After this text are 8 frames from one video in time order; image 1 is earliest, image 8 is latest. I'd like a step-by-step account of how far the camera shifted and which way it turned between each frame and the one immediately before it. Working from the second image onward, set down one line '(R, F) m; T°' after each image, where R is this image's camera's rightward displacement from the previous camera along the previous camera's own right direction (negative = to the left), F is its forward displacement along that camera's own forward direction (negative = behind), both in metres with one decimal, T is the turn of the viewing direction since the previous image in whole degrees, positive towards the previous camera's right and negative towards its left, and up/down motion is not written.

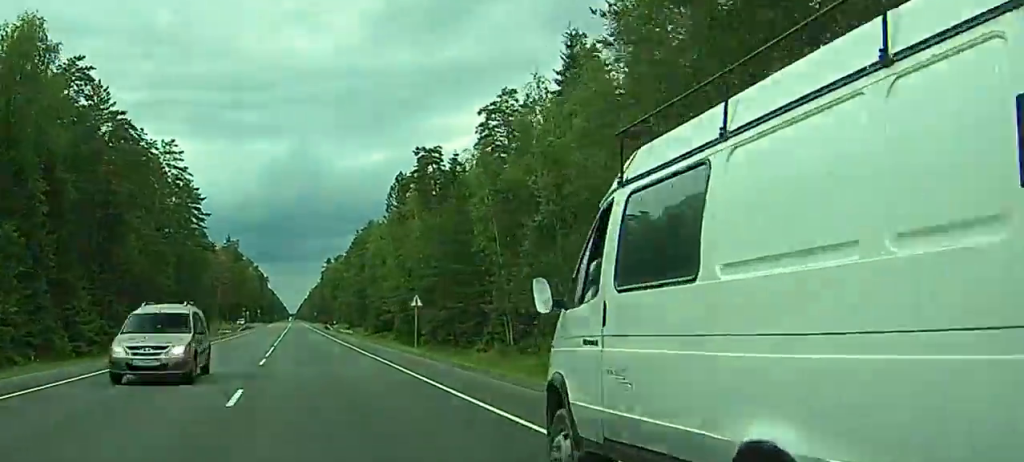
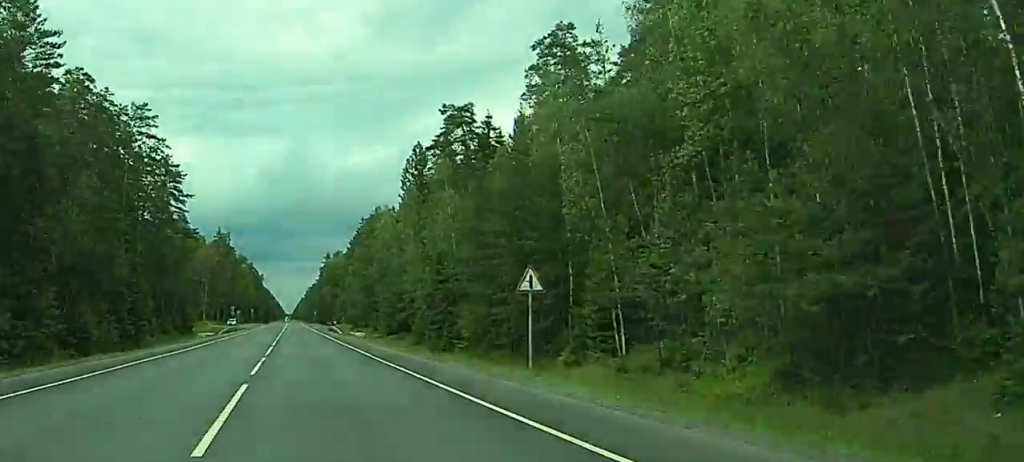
(0.0, +22.6) m; 0°
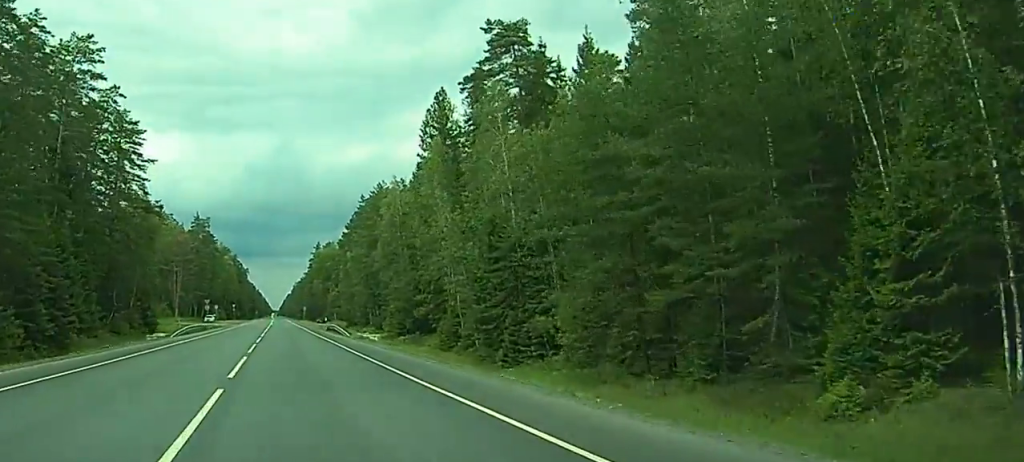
(0.0, +25.6) m; 0°
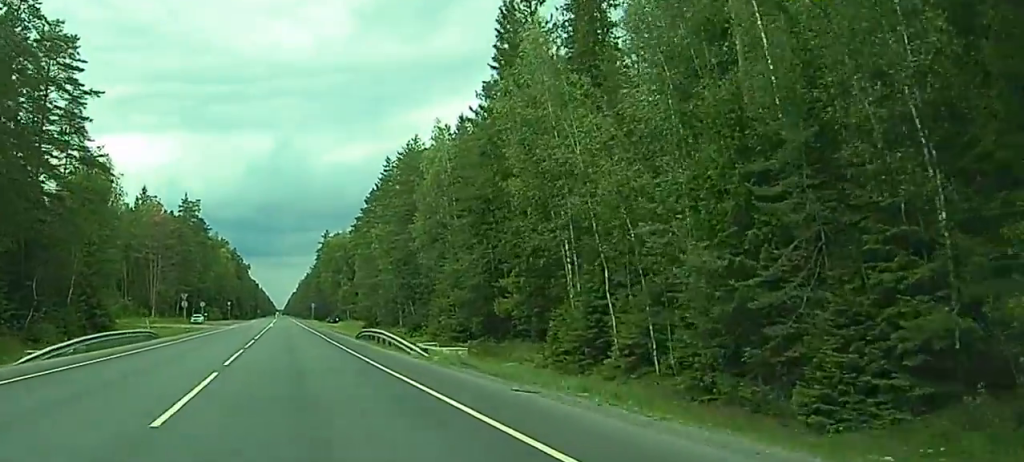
(+0.1, +32.2) m; 0°
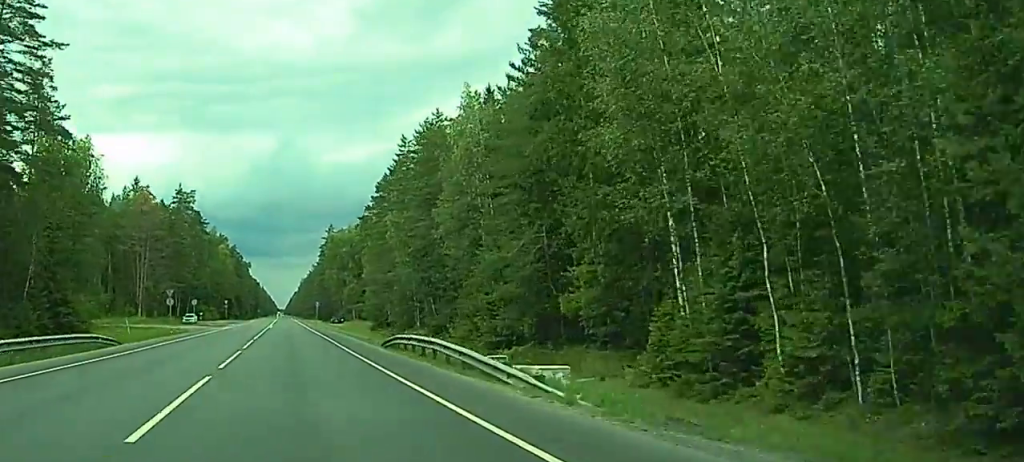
(0.0, +13.2) m; 0°
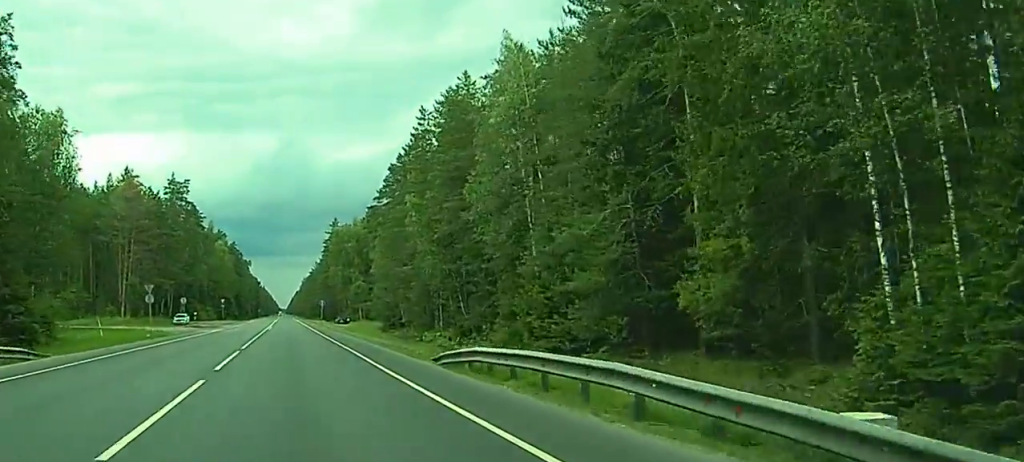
(0.0, +13.2) m; 0°
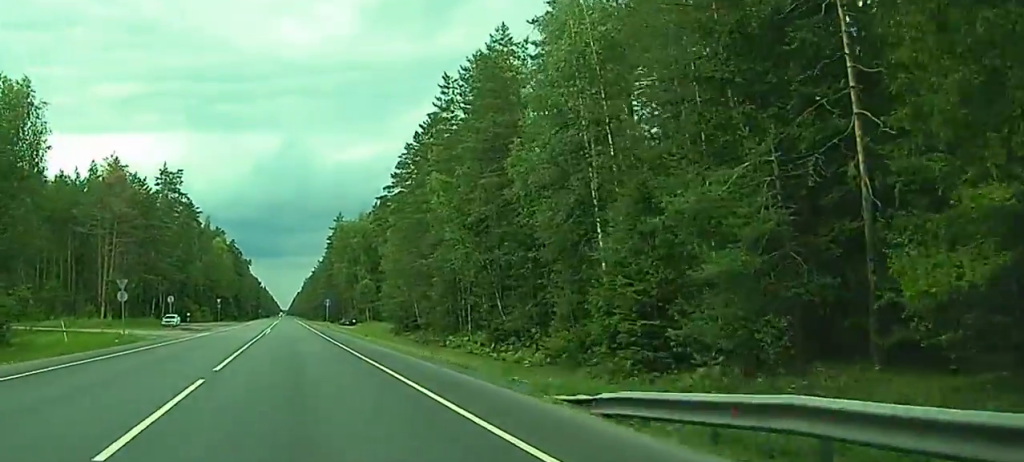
(0.0, +12.2) m; 0°
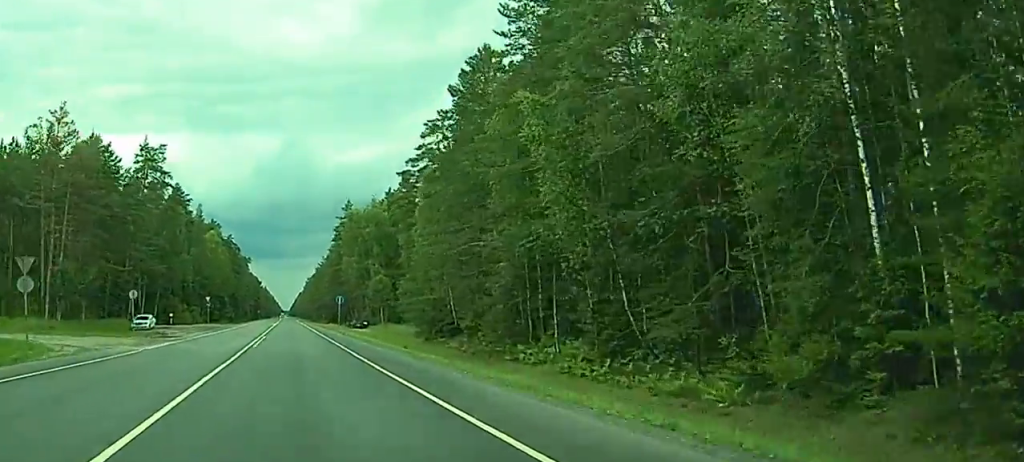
(0.0, +22.3) m; 0°
